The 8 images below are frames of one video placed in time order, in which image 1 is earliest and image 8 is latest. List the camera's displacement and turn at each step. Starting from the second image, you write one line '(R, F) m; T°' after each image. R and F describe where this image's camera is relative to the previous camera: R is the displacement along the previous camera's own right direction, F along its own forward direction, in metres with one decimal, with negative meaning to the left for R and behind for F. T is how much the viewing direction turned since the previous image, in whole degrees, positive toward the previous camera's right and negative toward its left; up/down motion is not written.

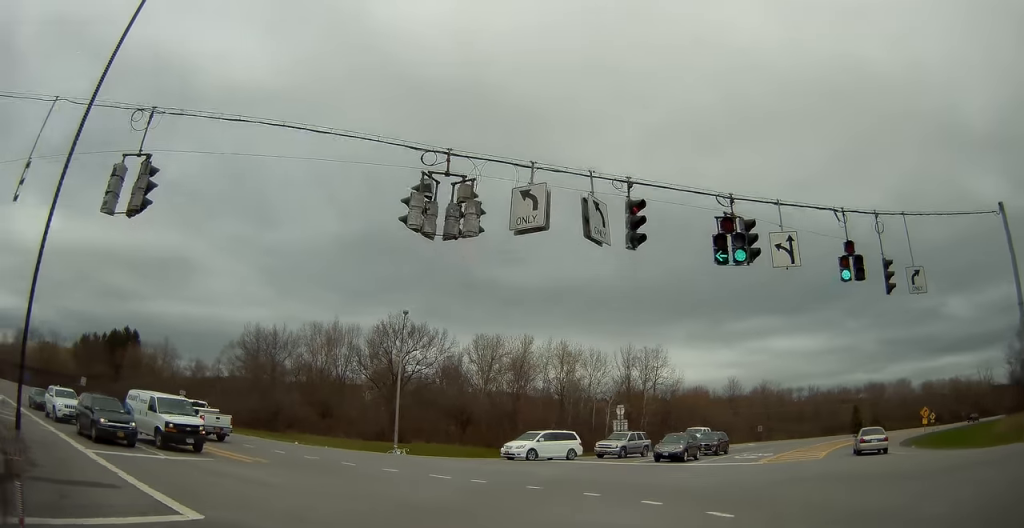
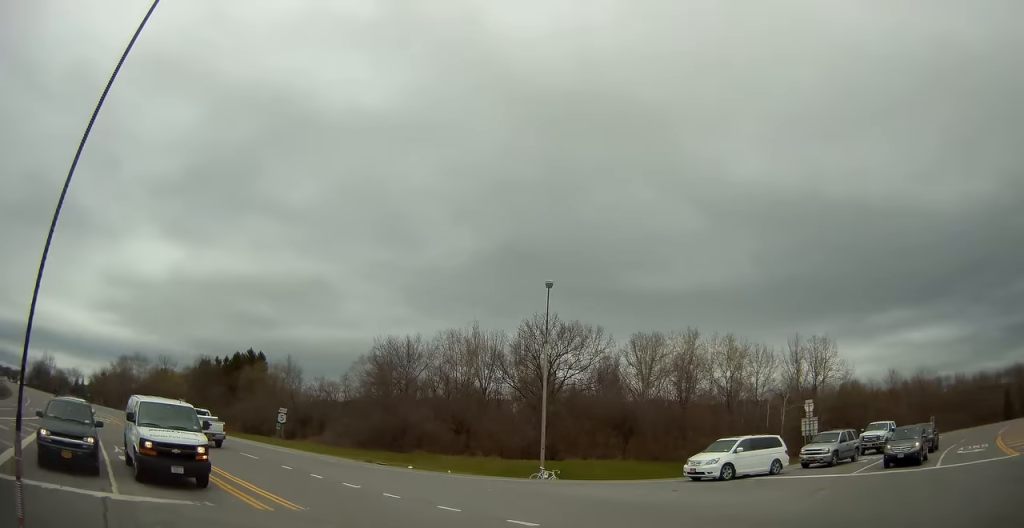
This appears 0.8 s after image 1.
(-1.1, +9.1) m; -17°
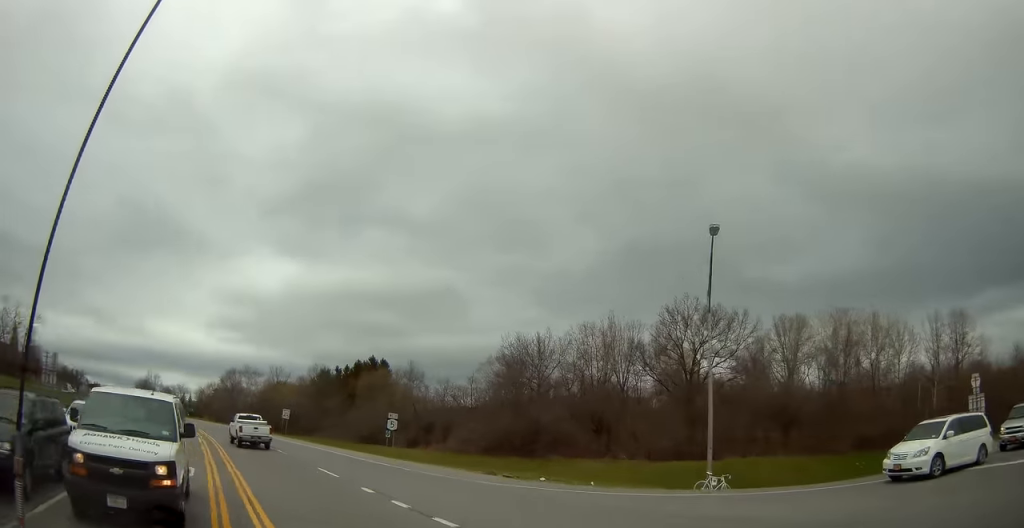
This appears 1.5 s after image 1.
(-0.5, +6.6) m; -15°
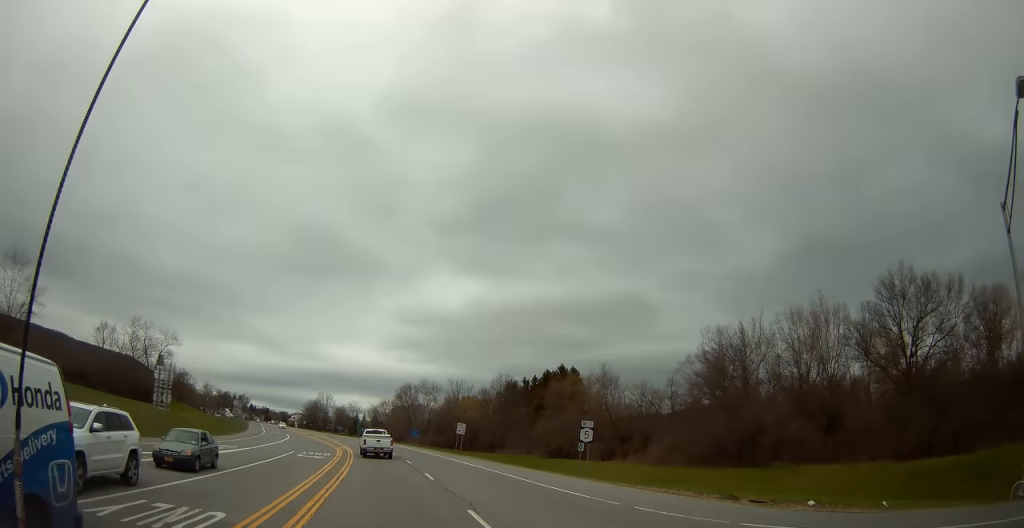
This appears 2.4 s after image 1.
(-2.0, +9.2) m; -18°
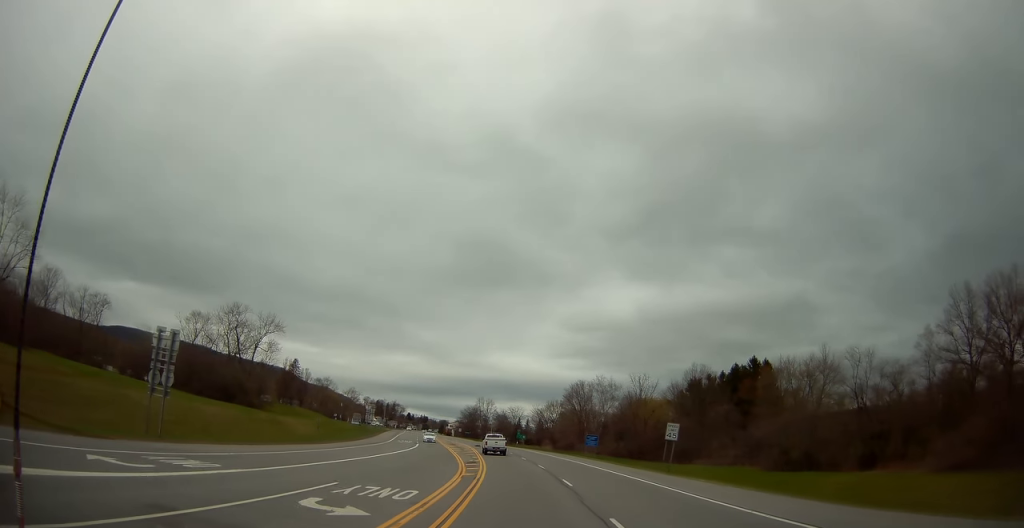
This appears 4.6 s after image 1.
(-4.9, +24.7) m; -16°
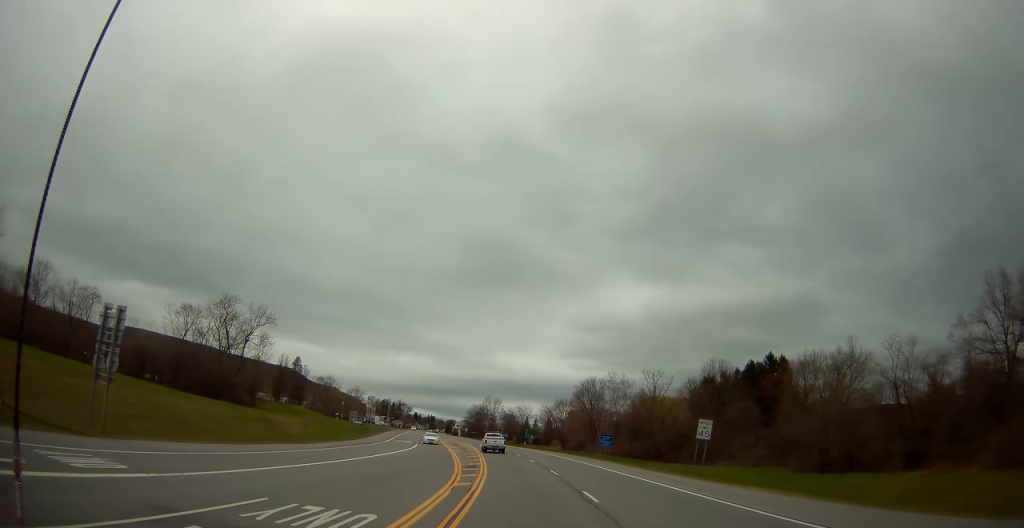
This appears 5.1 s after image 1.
(0.0, +6.1) m; 0°
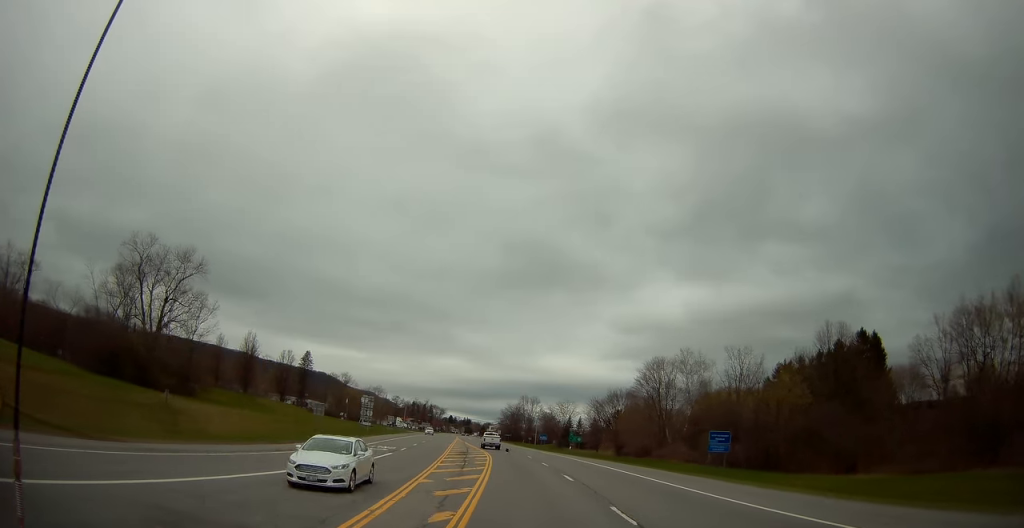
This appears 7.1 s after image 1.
(+0.1, +29.8) m; 0°
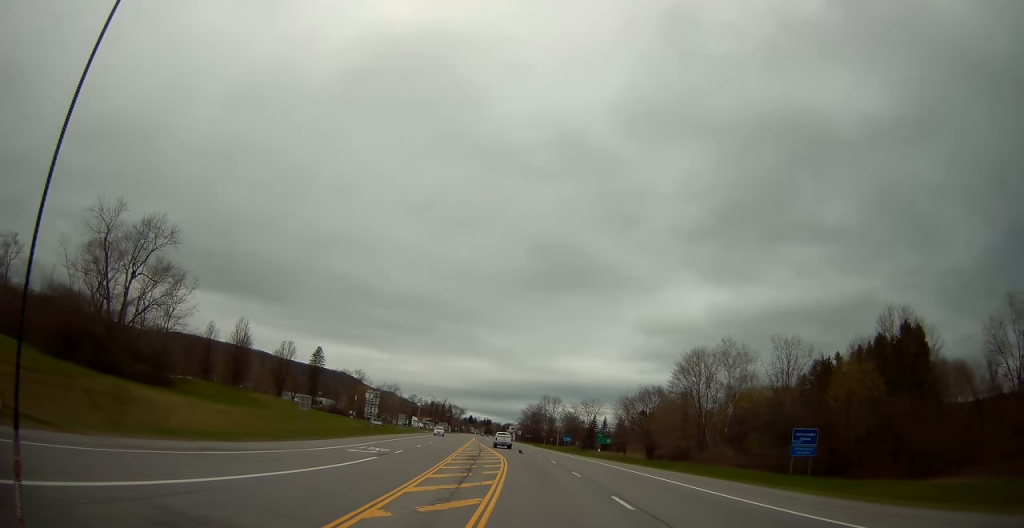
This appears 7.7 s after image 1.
(-0.1, +9.7) m; -2°
